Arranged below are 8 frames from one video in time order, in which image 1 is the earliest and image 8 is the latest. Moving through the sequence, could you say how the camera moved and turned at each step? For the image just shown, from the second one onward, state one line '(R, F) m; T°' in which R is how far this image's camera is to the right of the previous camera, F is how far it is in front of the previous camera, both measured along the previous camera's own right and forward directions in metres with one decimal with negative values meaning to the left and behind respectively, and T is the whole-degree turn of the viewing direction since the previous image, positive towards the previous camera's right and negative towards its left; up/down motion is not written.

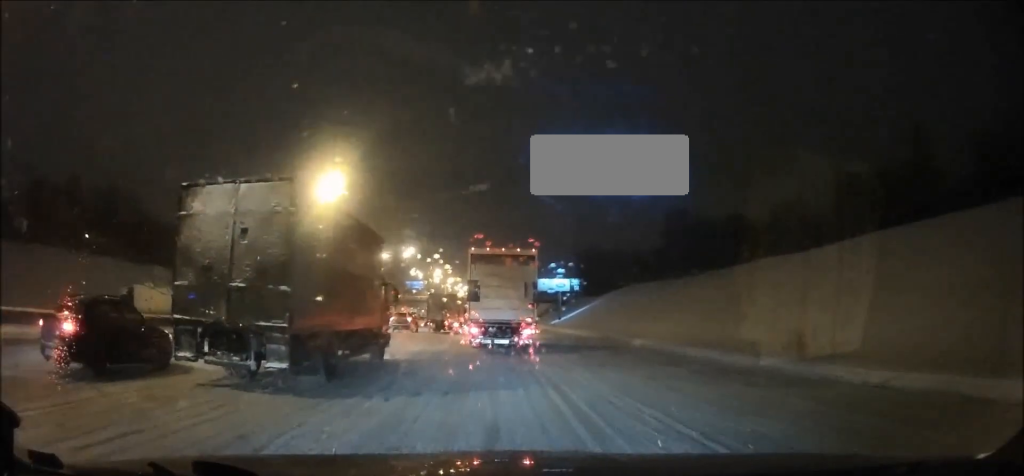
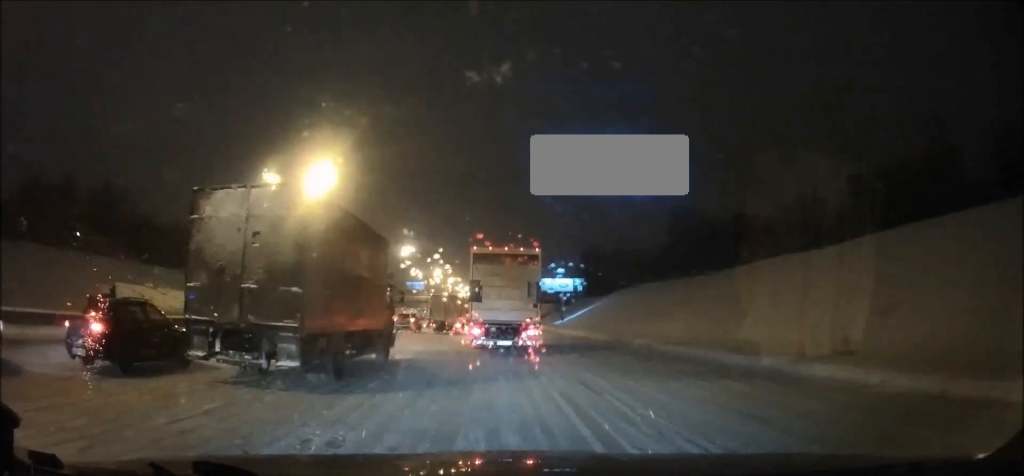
(+0.1, +3.2) m; +3°
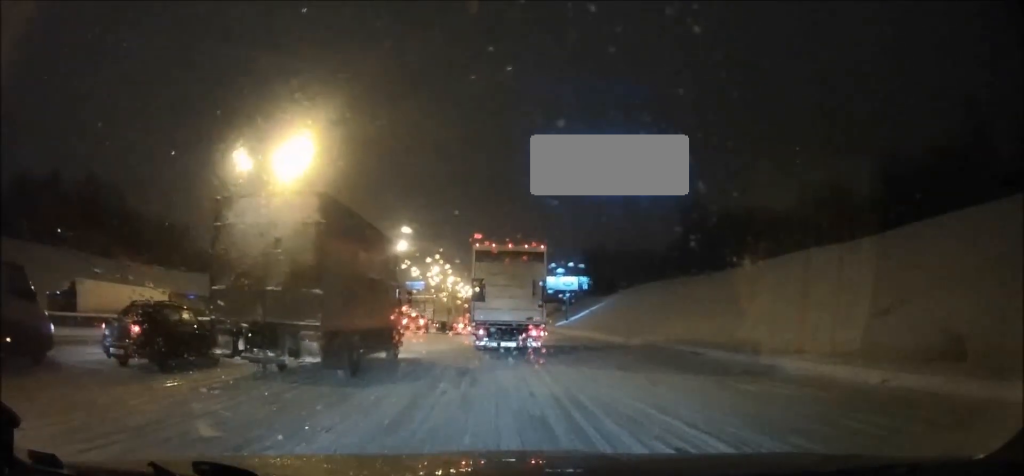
(+0.1, +6.7) m; 0°
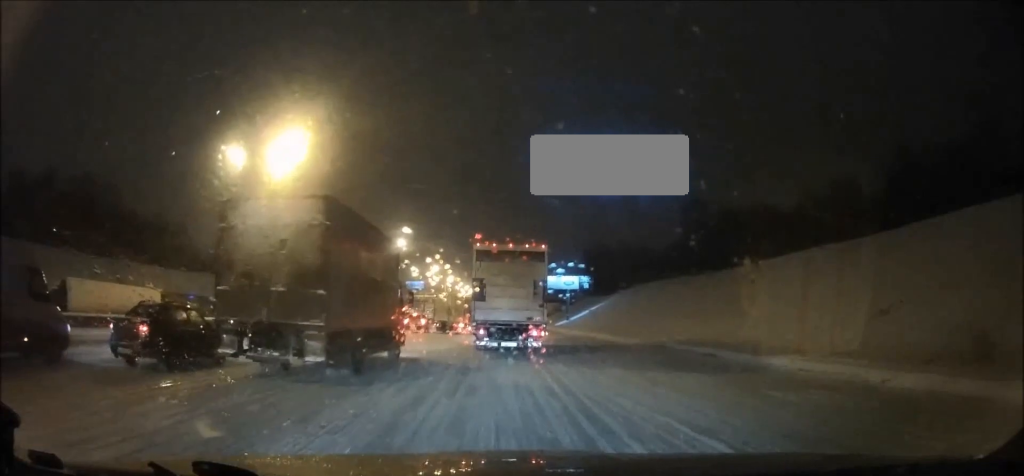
(0.0, +1.5) m; 0°
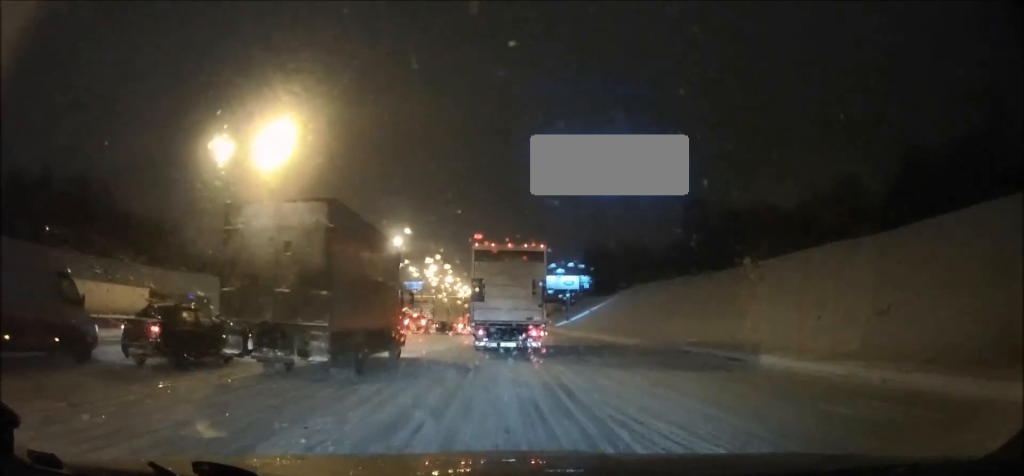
(0.0, +2.2) m; 0°
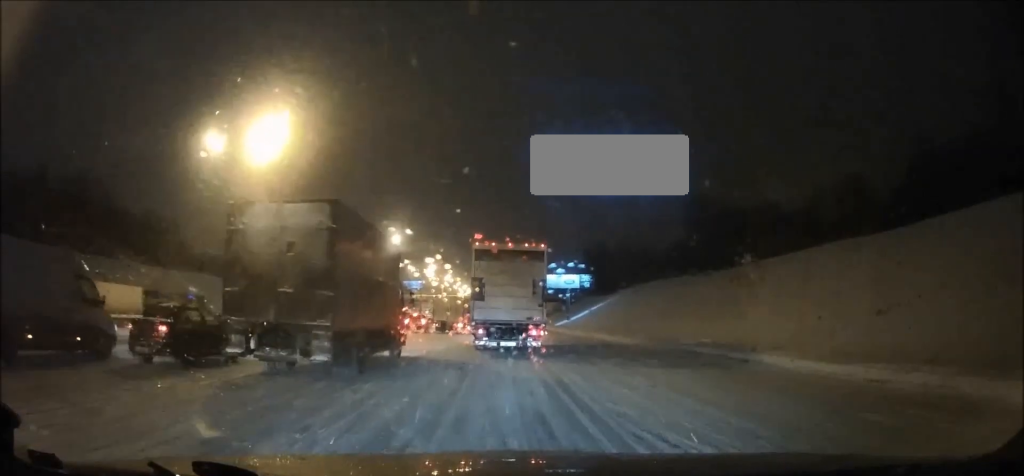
(0.0, +1.4) m; 0°
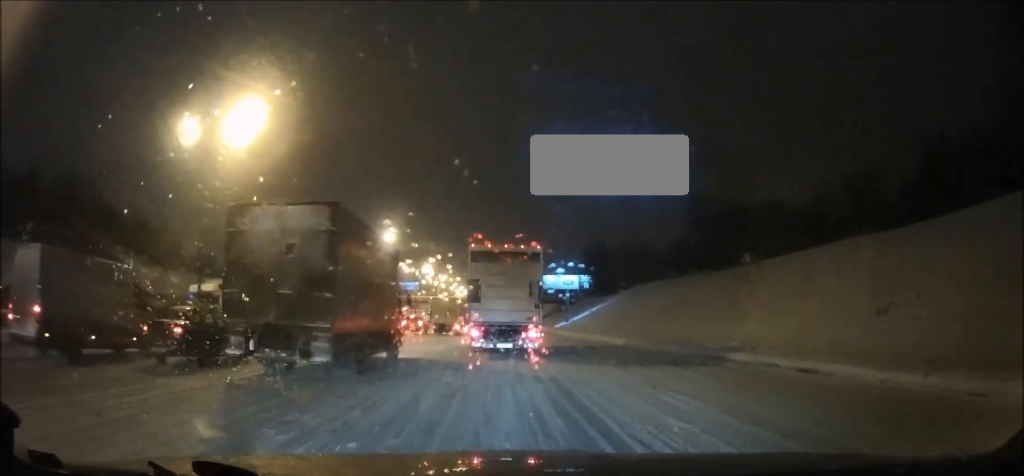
(0.0, +3.5) m; 0°
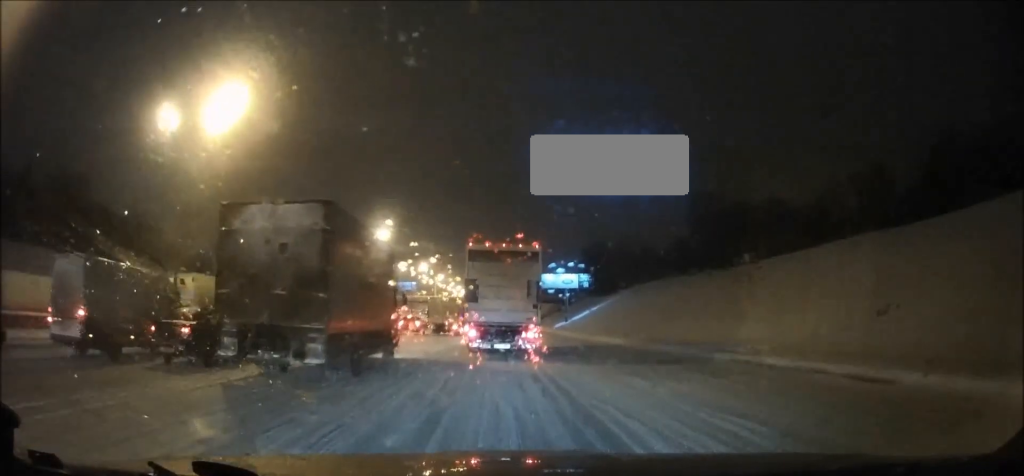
(0.0, +2.5) m; 0°
